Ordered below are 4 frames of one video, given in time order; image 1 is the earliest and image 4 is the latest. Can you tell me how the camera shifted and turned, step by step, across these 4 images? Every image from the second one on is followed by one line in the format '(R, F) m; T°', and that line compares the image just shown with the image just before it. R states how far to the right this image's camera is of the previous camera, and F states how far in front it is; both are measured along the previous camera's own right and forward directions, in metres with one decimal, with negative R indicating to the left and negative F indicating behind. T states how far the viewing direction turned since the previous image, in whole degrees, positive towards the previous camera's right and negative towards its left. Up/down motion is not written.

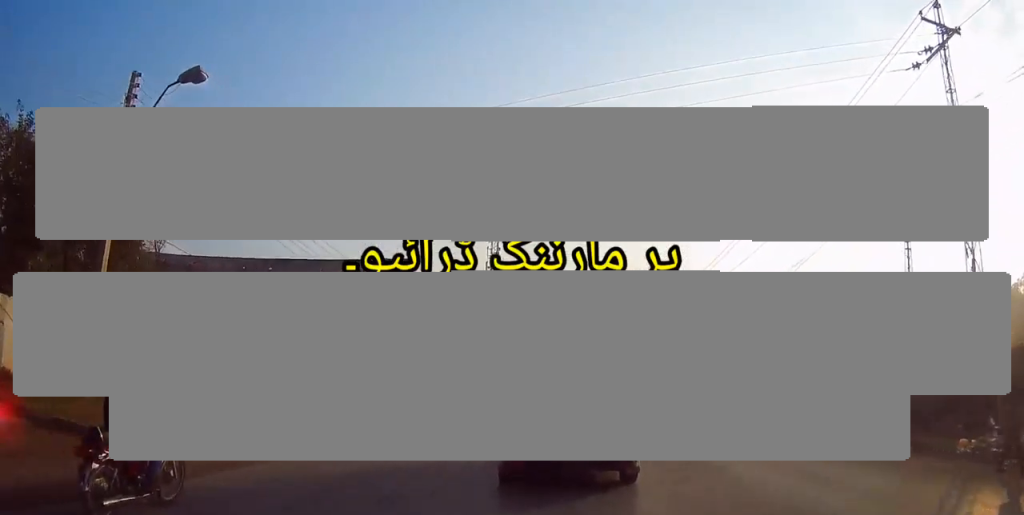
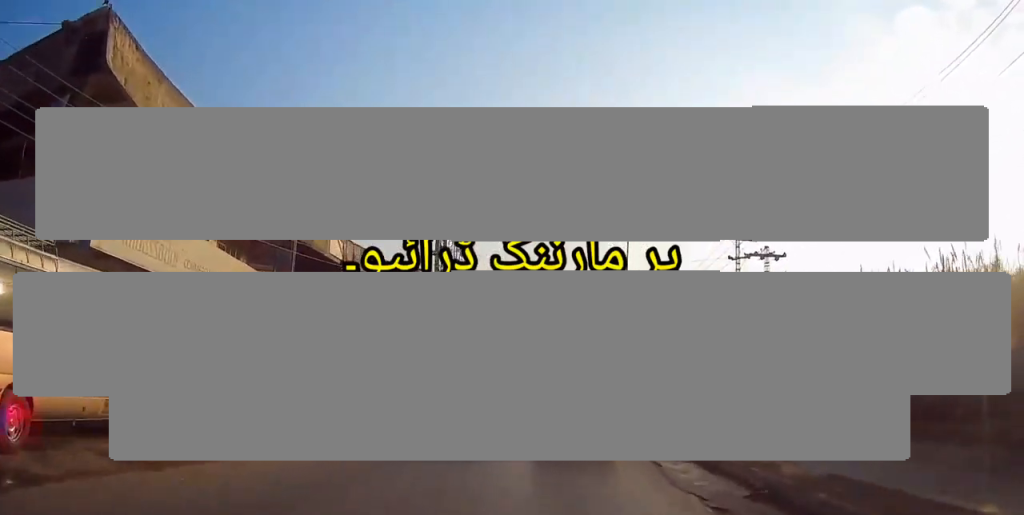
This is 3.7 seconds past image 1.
(+1.1, +27.6) m; +3°
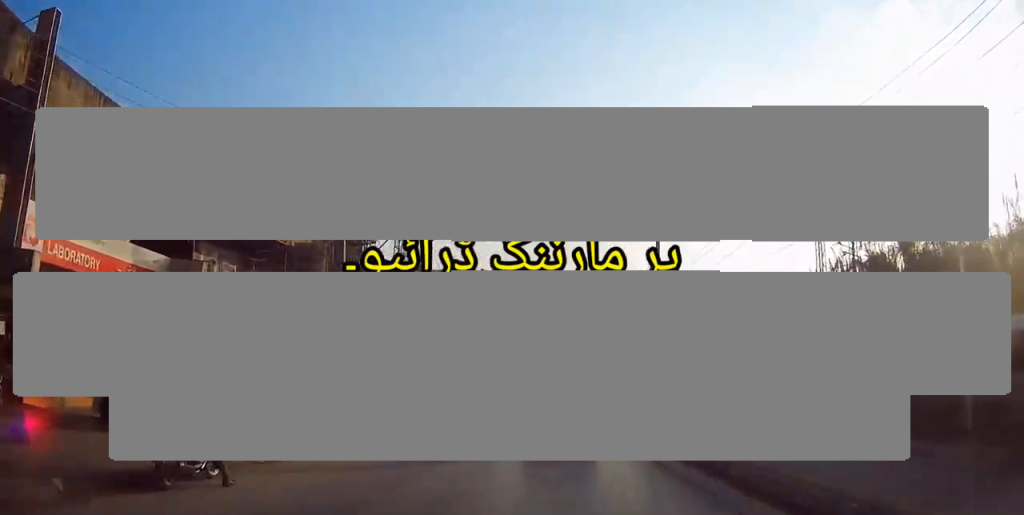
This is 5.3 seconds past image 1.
(+0.7, +13.7) m; +3°
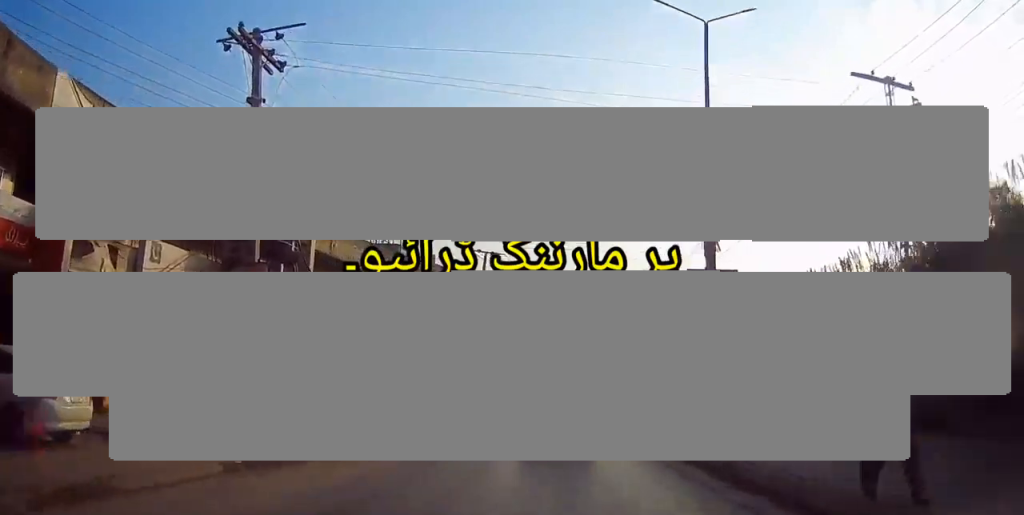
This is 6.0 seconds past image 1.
(-0.2, +6.3) m; -2°
